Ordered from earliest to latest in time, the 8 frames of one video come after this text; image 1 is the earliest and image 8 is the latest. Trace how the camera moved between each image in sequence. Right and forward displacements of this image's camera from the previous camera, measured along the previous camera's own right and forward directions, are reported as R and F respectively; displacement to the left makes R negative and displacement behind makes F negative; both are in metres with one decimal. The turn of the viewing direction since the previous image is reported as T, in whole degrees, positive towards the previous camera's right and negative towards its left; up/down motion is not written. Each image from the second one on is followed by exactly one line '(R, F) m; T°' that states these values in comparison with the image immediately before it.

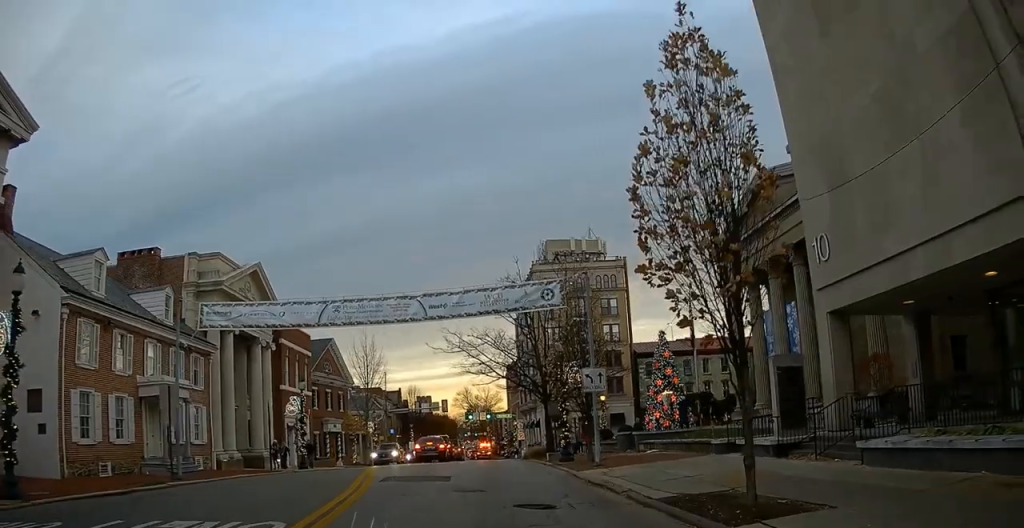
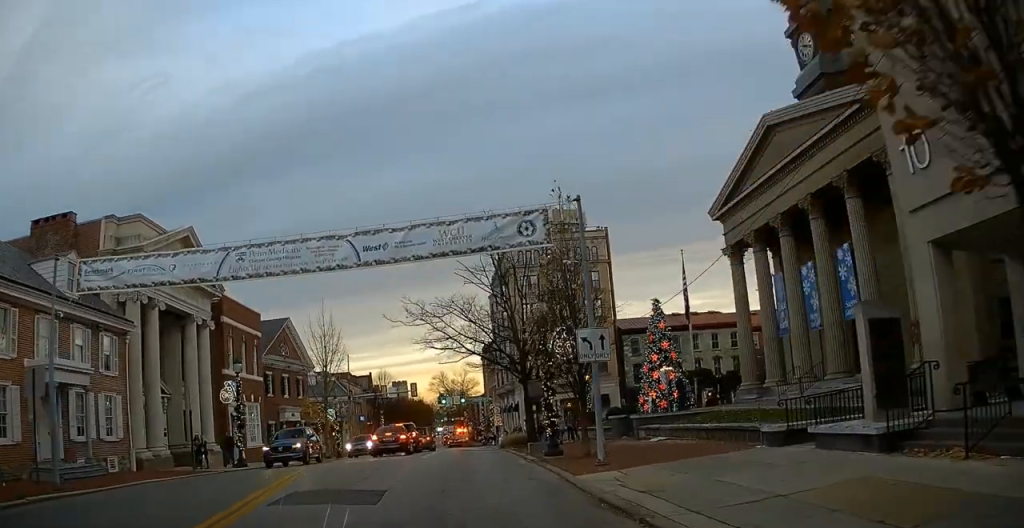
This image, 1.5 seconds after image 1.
(-0.3, +6.3) m; -2°
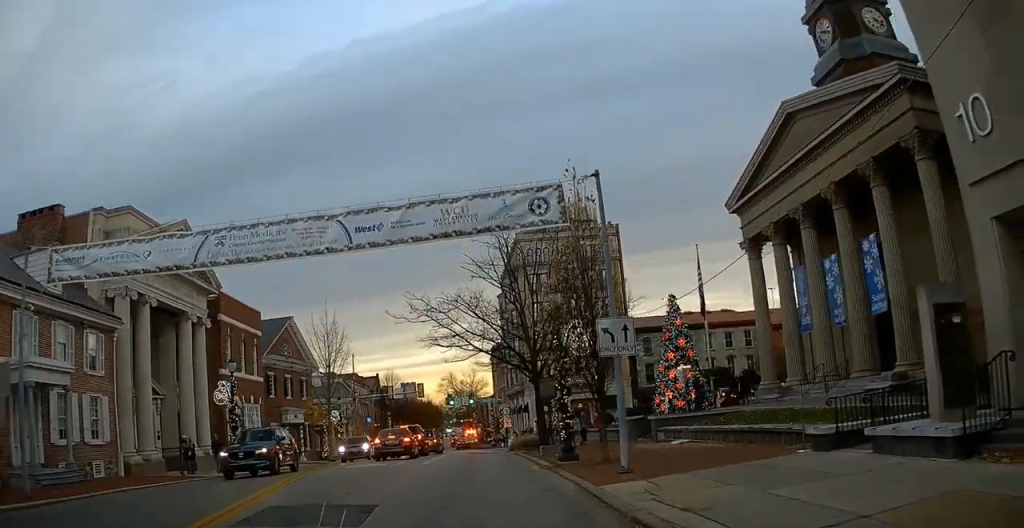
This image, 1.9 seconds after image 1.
(+0.1, +1.9) m; 0°
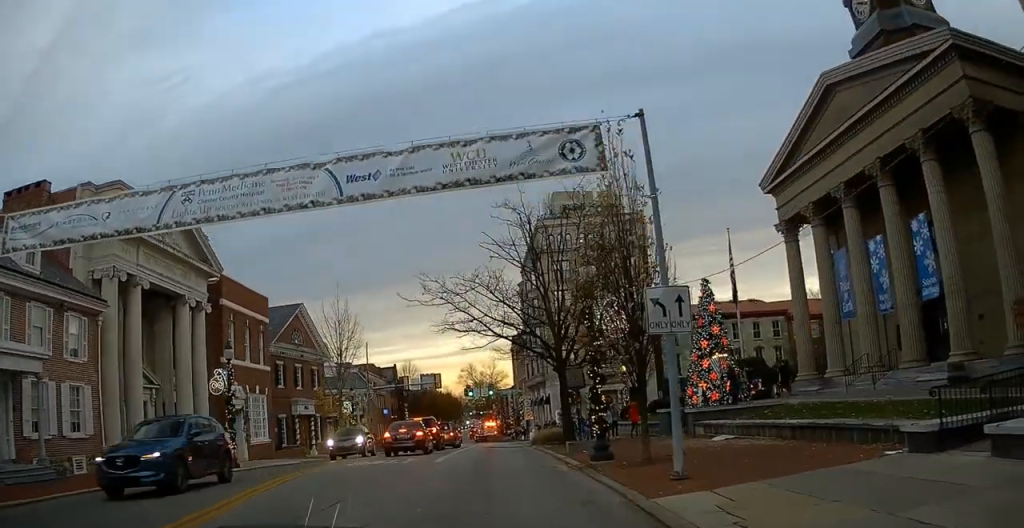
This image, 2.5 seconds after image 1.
(-0.1, +2.7) m; -2°
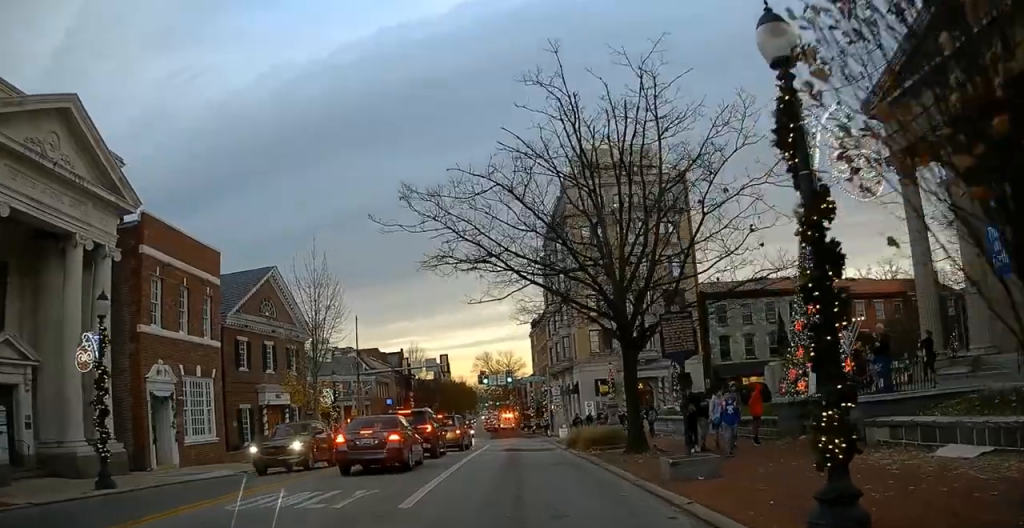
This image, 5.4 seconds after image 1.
(-0.3, +11.1) m; +1°
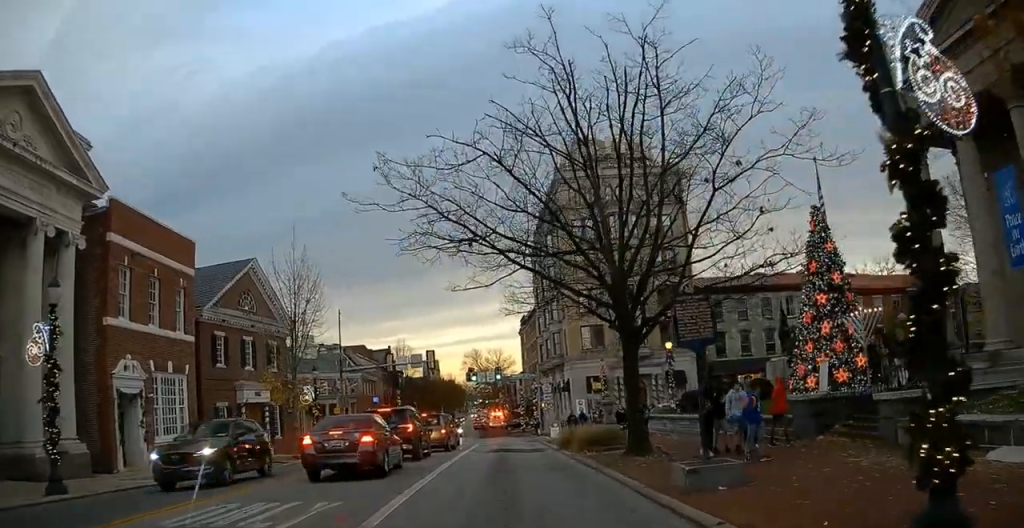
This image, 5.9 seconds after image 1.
(0.0, +1.7) m; +1°
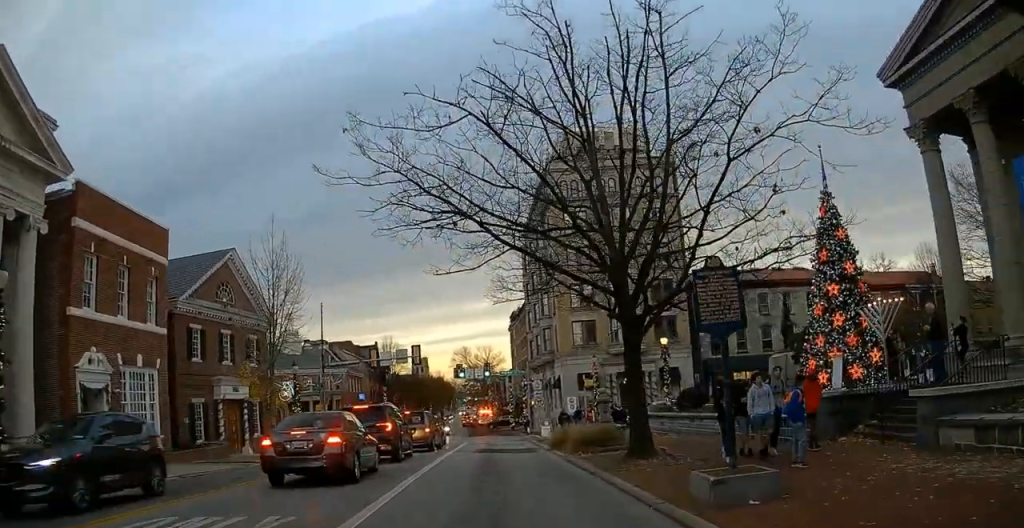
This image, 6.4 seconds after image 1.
(0.0, +1.8) m; +1°
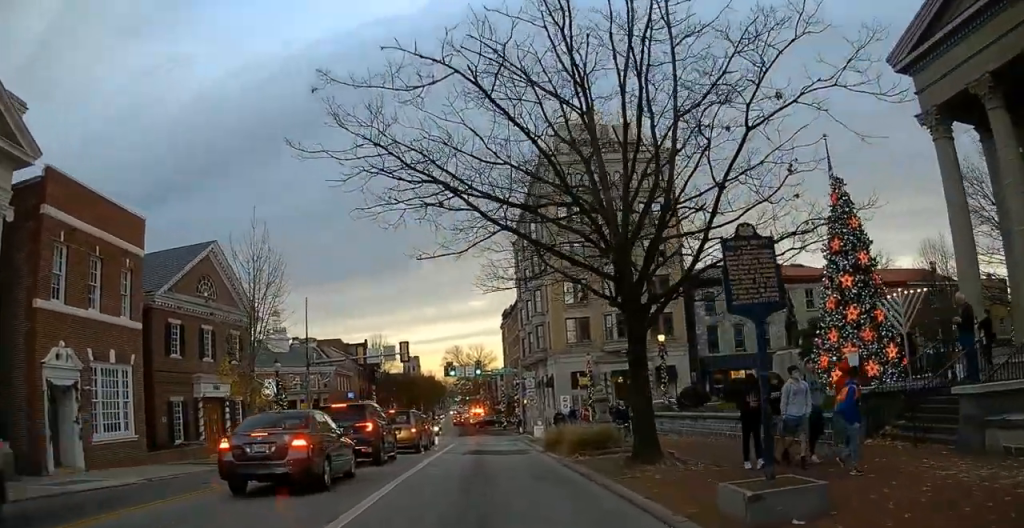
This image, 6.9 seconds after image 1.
(0.0, +1.6) m; +1°
